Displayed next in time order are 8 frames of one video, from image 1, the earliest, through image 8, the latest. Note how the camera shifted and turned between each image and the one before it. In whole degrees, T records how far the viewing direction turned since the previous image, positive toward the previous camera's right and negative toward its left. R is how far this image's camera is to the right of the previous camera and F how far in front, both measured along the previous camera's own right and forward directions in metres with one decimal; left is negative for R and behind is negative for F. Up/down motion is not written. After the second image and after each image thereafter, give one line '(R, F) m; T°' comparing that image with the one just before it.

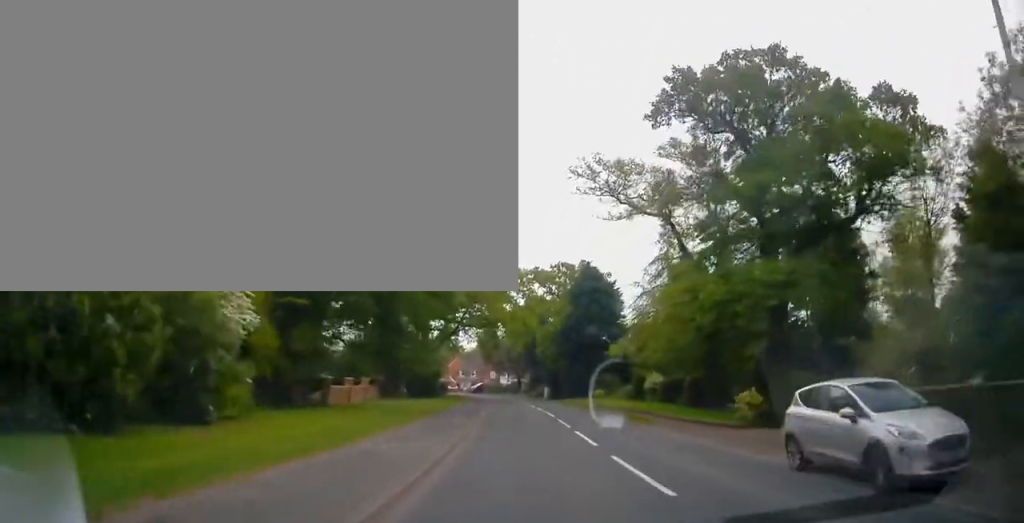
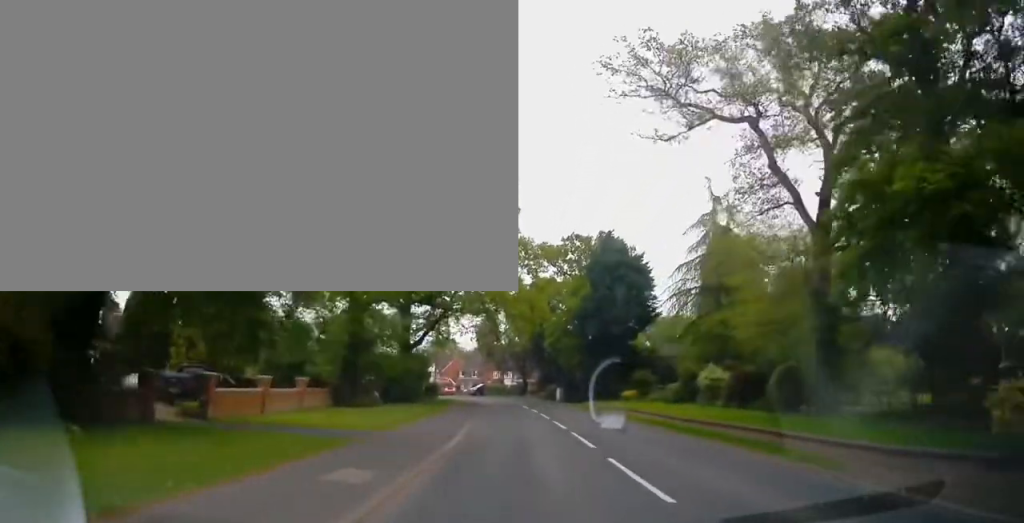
(+0.5, +12.6) m; +1°
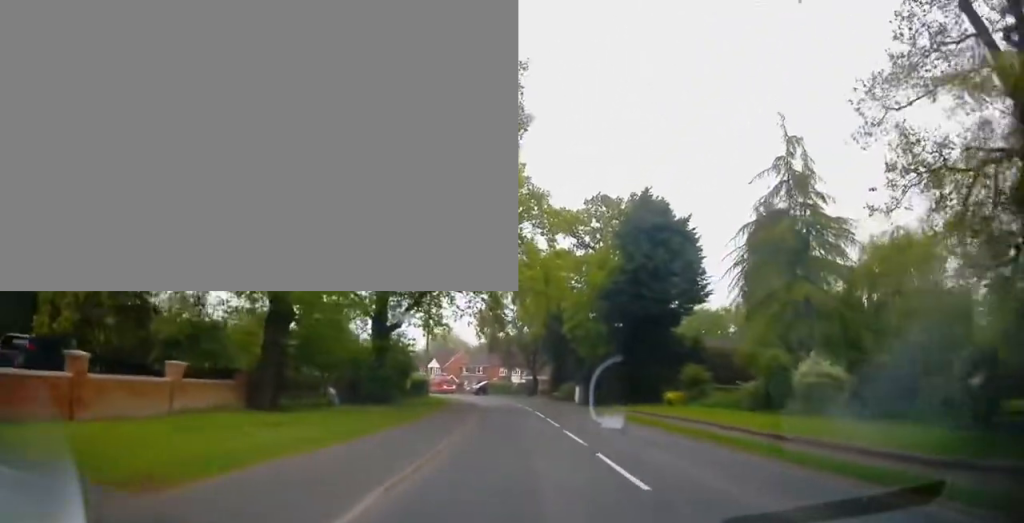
(-0.4, +11.7) m; -3°
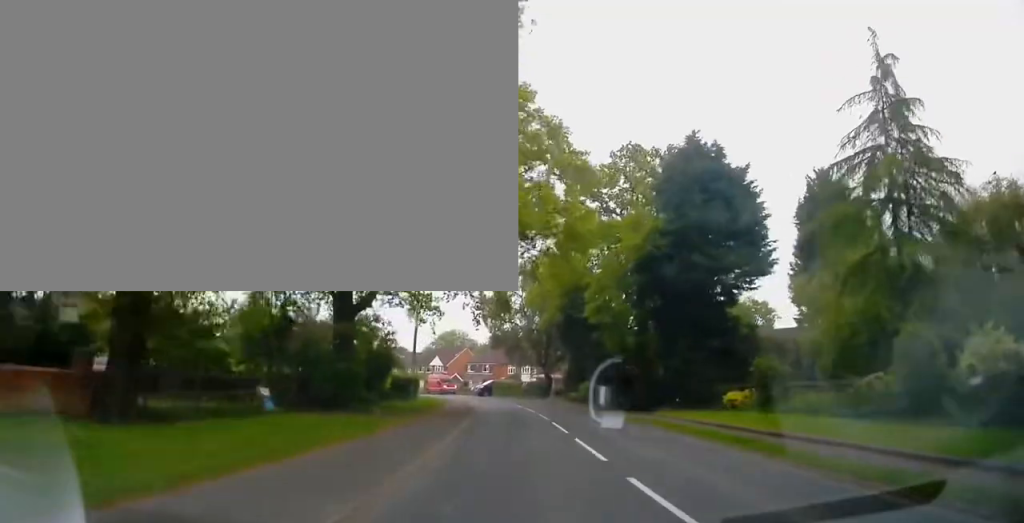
(0.0, +8.9) m; 0°
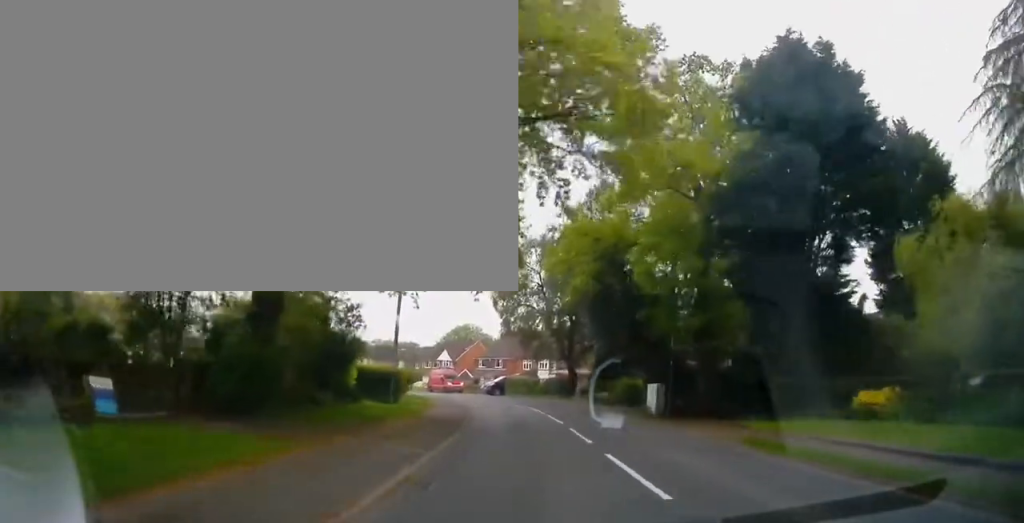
(0.0, +10.5) m; -2°
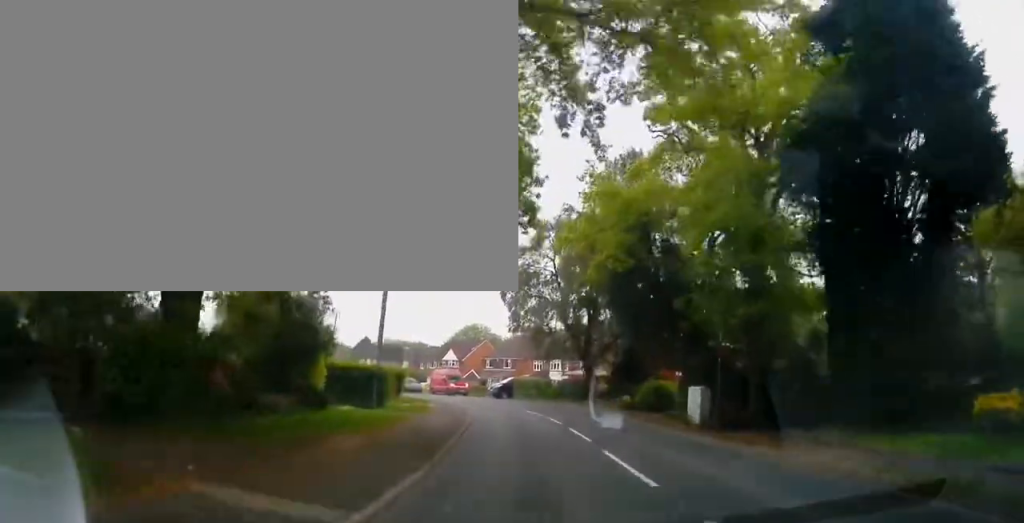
(0.0, +4.8) m; -1°
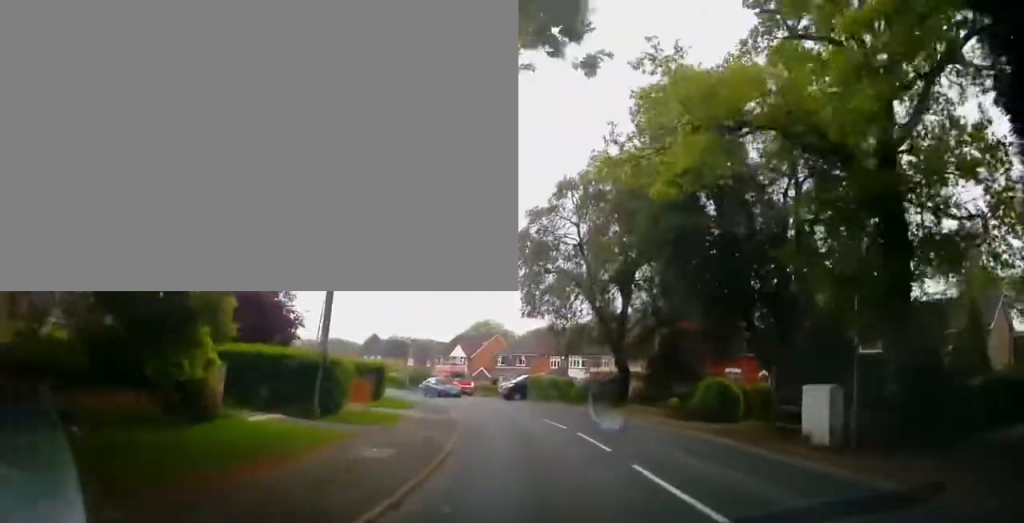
(-0.4, +8.6) m; -3°
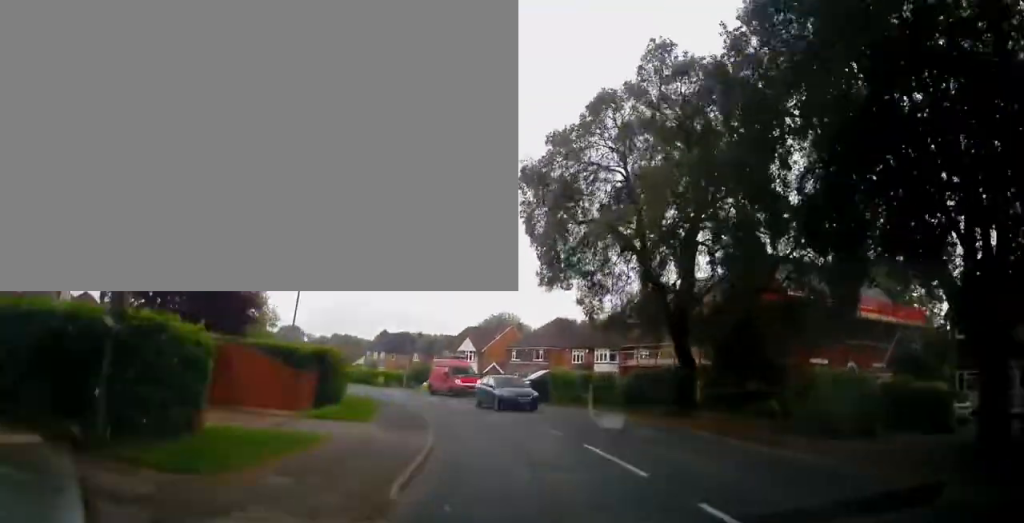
(-0.1, +9.6) m; -1°
